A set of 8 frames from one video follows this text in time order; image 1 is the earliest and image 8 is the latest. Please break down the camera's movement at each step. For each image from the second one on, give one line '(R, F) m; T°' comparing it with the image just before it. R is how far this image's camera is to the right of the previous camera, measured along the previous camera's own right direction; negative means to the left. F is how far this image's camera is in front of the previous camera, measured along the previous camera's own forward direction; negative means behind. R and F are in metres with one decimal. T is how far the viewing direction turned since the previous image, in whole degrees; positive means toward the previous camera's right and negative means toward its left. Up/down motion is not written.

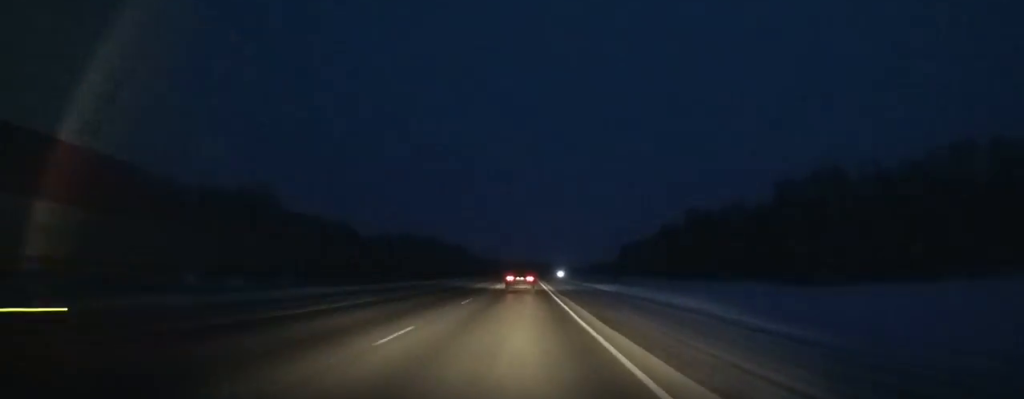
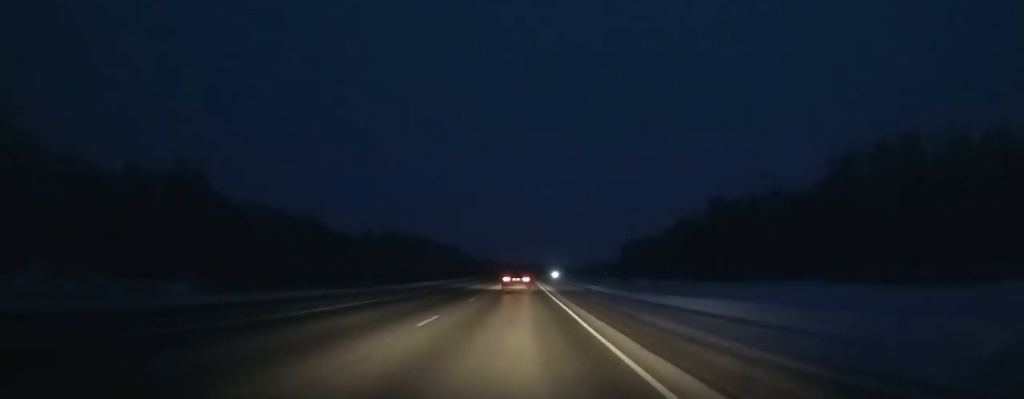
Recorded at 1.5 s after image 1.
(-0.2, +32.6) m; 0°
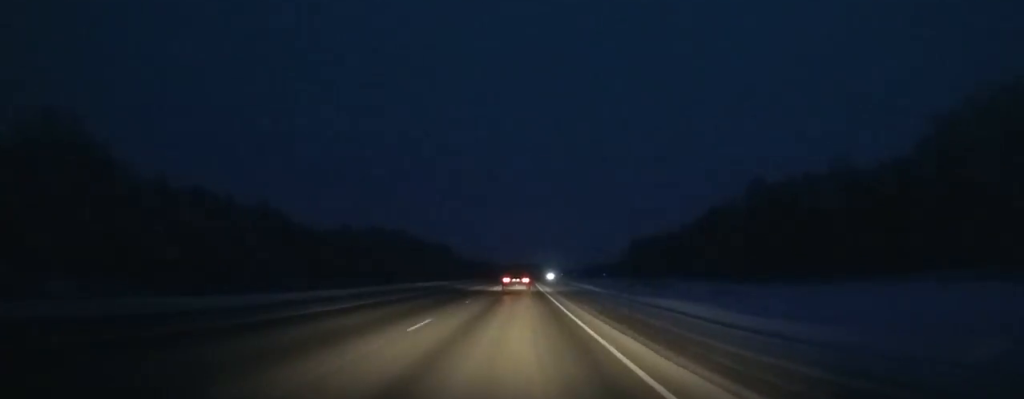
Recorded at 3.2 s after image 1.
(+0.2, +37.3) m; 0°
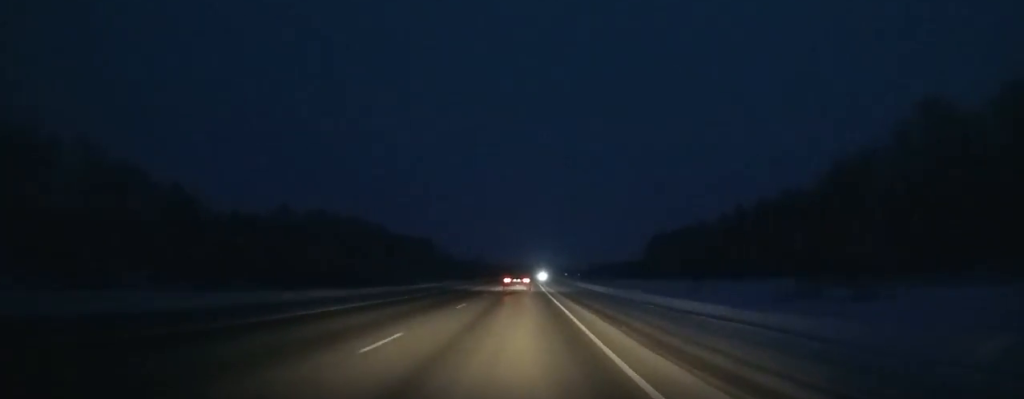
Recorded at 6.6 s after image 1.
(+0.3, +75.5) m; 0°
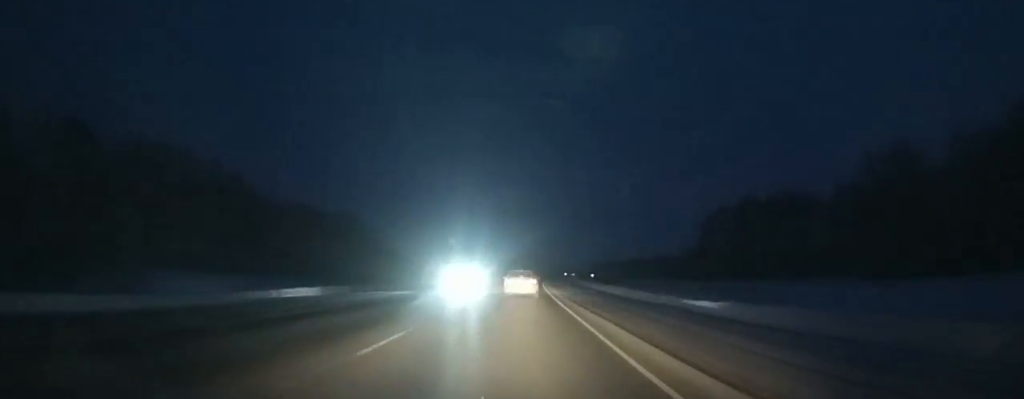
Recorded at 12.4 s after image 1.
(+1.6, +131.5) m; +2°
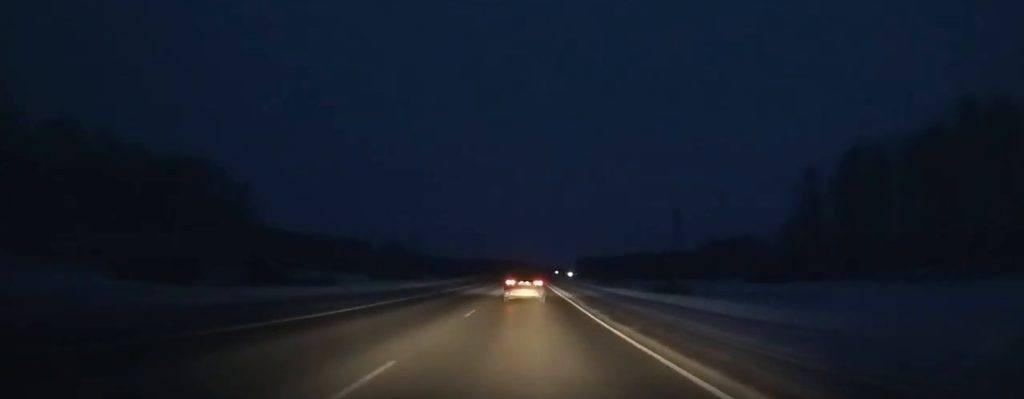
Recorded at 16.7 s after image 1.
(+1.9, +96.6) m; +2°
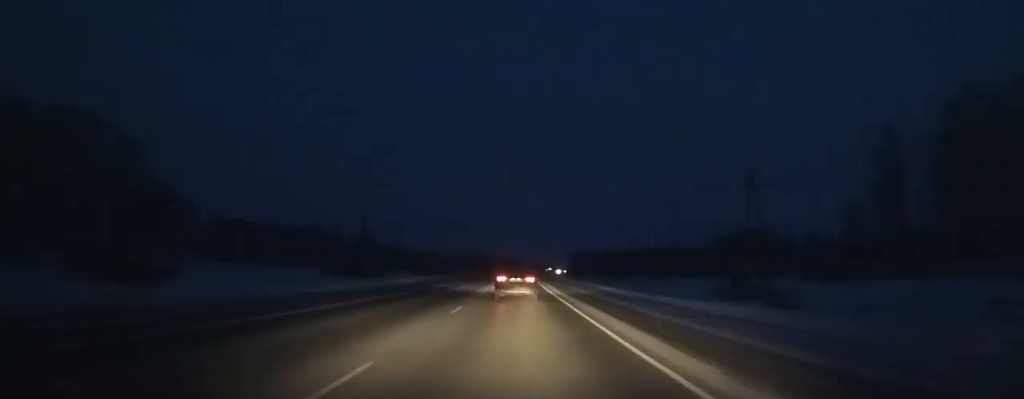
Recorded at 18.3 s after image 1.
(+0.2, +34.9) m; 0°
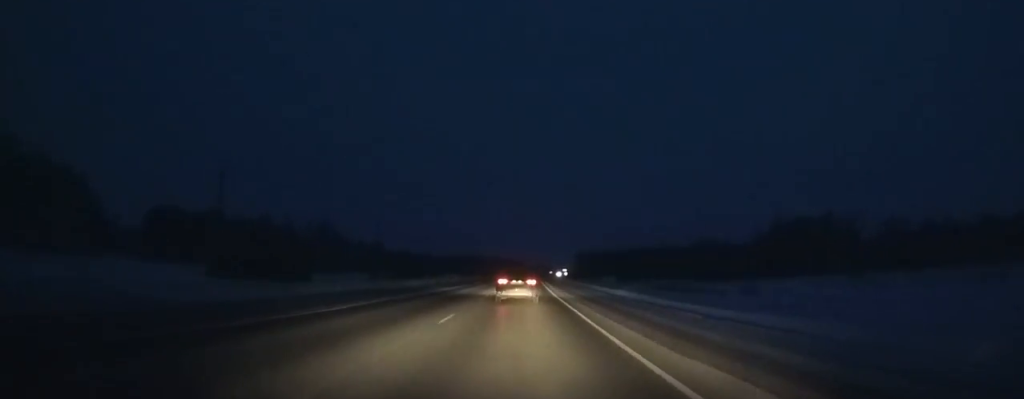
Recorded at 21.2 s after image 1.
(+0.2, +62.4) m; 0°
